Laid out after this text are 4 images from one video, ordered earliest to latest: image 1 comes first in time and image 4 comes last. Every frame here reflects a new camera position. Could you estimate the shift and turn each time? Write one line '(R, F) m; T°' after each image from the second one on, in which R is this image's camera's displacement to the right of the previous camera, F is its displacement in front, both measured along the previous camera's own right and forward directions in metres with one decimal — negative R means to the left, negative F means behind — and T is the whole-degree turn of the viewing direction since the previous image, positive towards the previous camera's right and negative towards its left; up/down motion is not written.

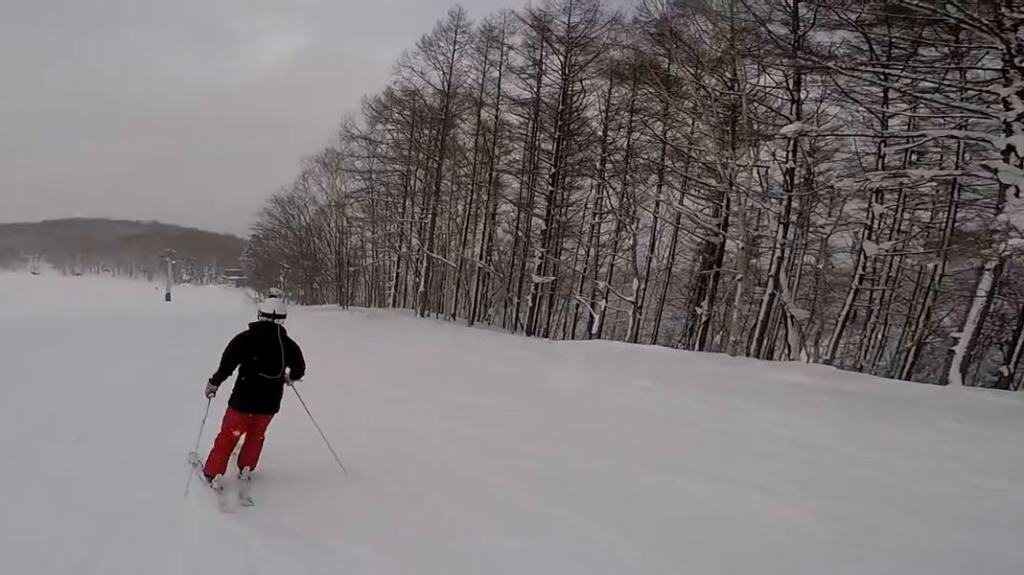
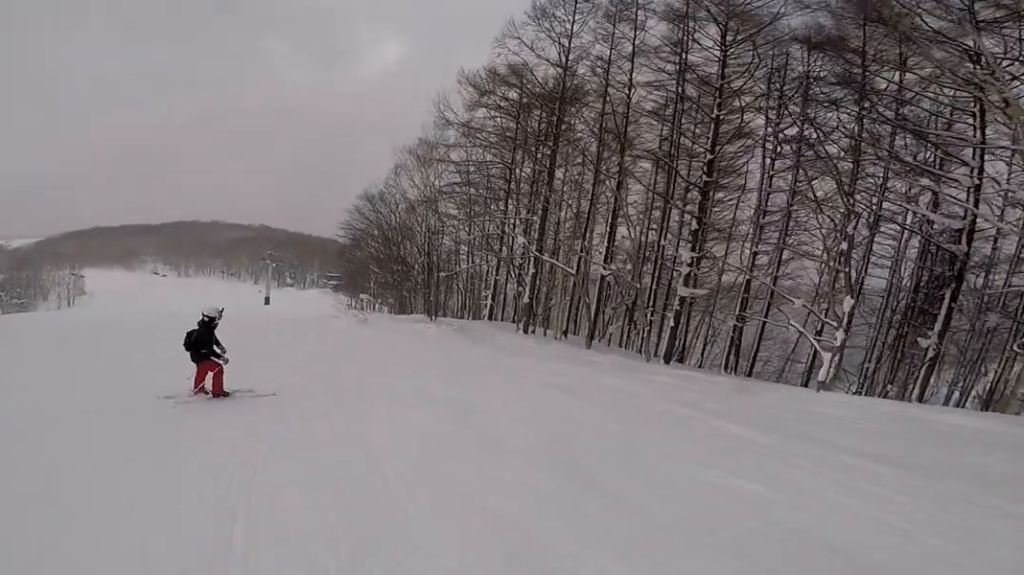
(+0.3, +4.5) m; -1°
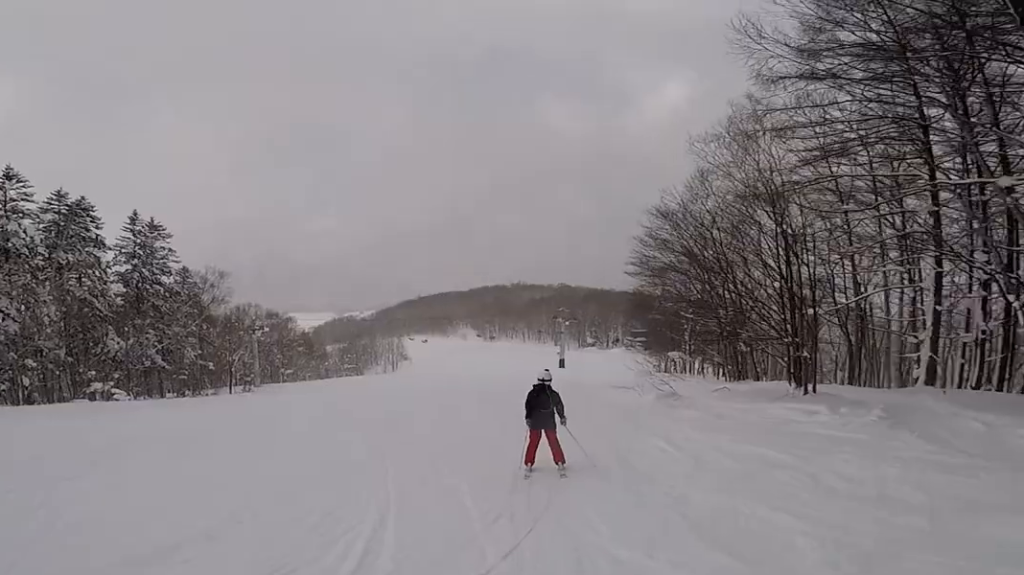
(-4.7, +9.9) m; -34°
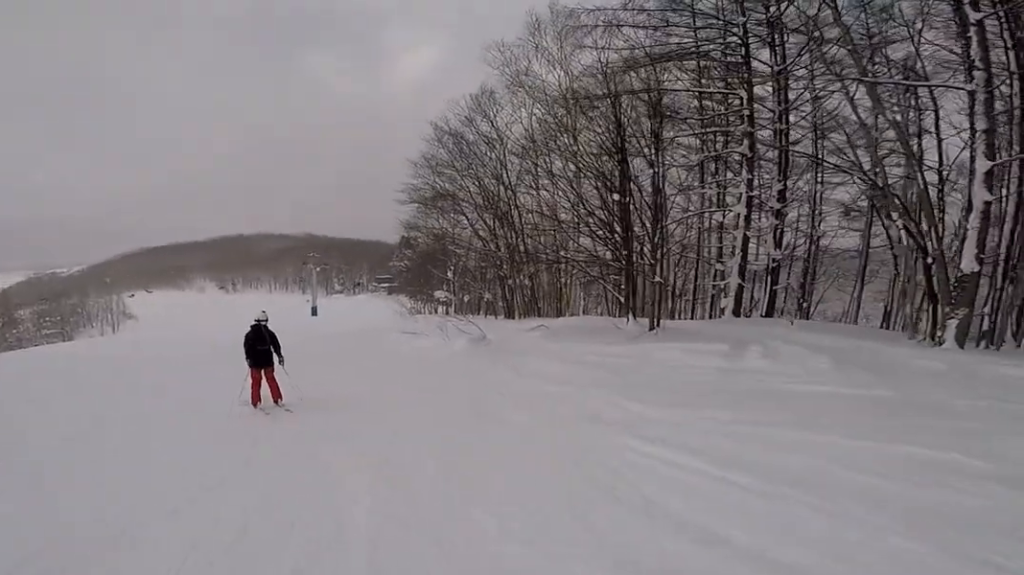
(+1.3, +6.0) m; +8°
